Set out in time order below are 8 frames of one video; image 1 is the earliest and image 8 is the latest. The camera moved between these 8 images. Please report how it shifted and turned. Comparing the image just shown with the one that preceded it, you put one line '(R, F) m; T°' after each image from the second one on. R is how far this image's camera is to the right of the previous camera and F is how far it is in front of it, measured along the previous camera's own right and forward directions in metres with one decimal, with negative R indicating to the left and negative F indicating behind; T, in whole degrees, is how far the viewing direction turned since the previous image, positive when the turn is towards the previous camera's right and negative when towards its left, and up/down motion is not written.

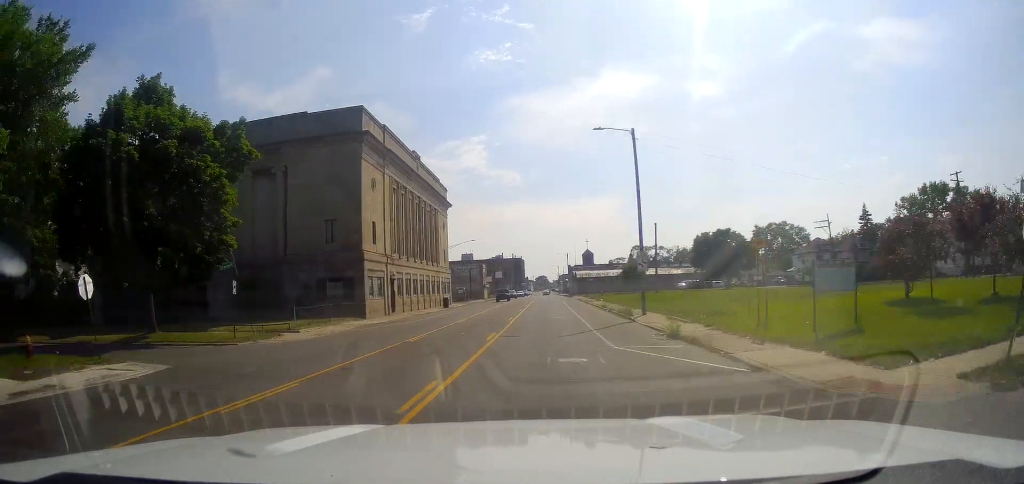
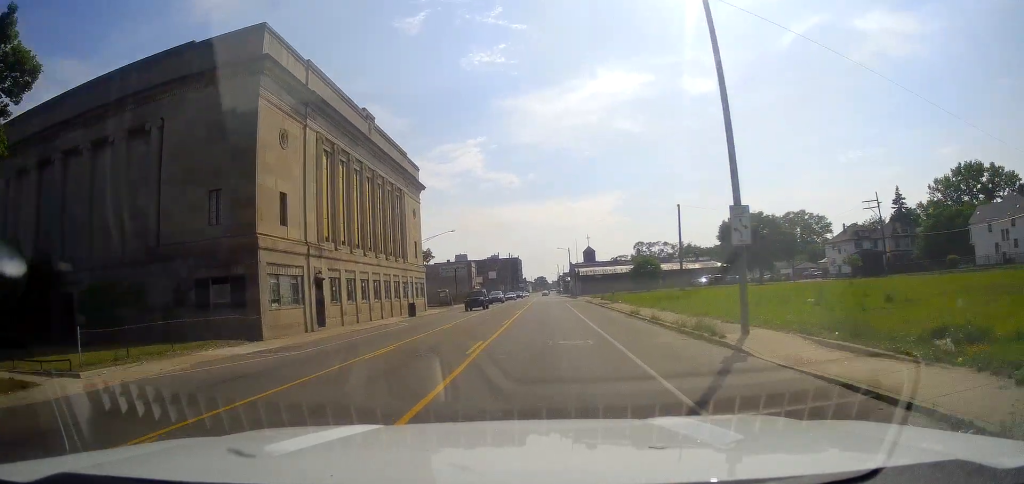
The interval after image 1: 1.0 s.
(0.0, +17.1) m; -1°
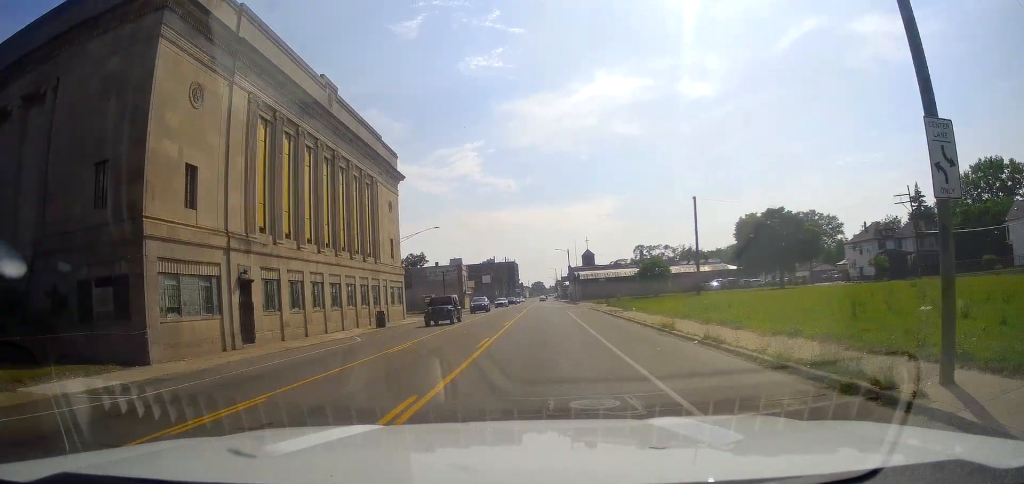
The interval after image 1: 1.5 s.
(-0.1, +9.2) m; 0°
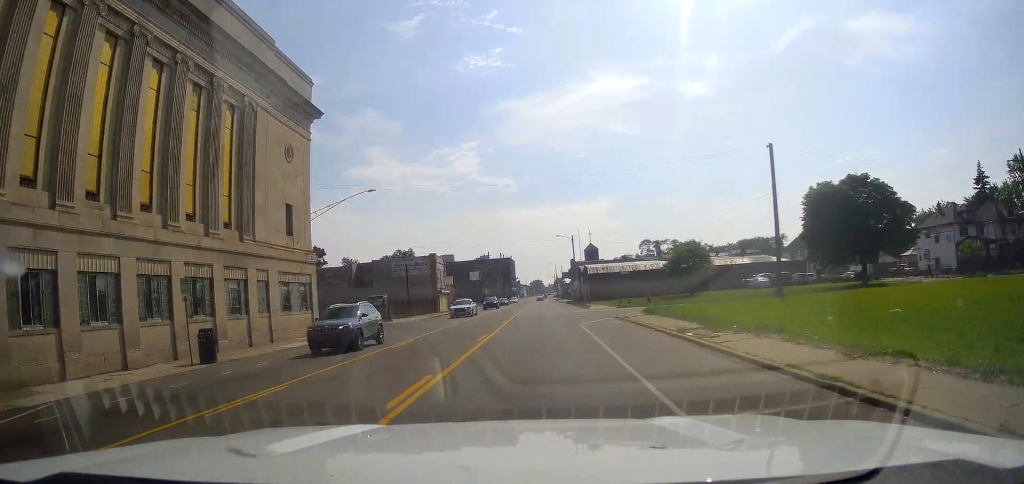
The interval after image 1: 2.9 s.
(0.0, +22.7) m; +1°
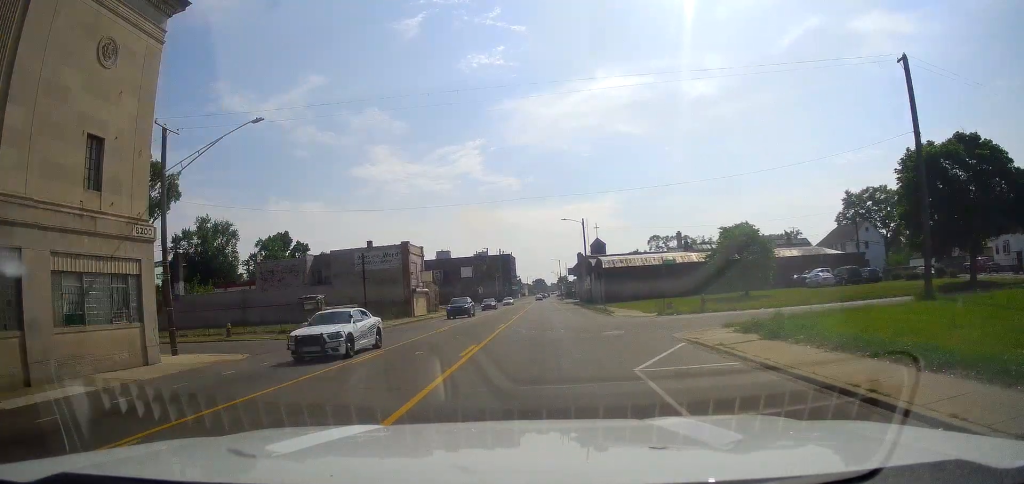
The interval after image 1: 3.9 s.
(+0.1, +16.9) m; 0°
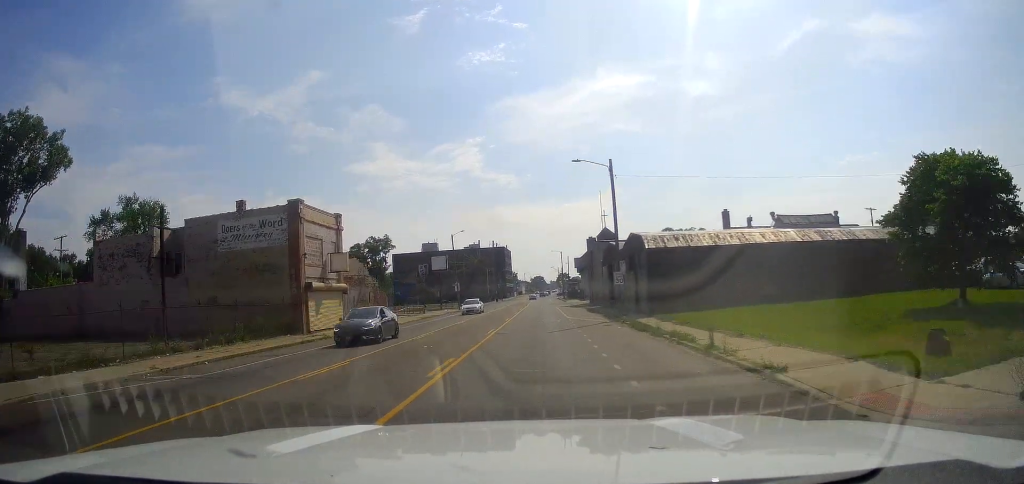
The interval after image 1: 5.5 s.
(0.0, +28.0) m; -1°
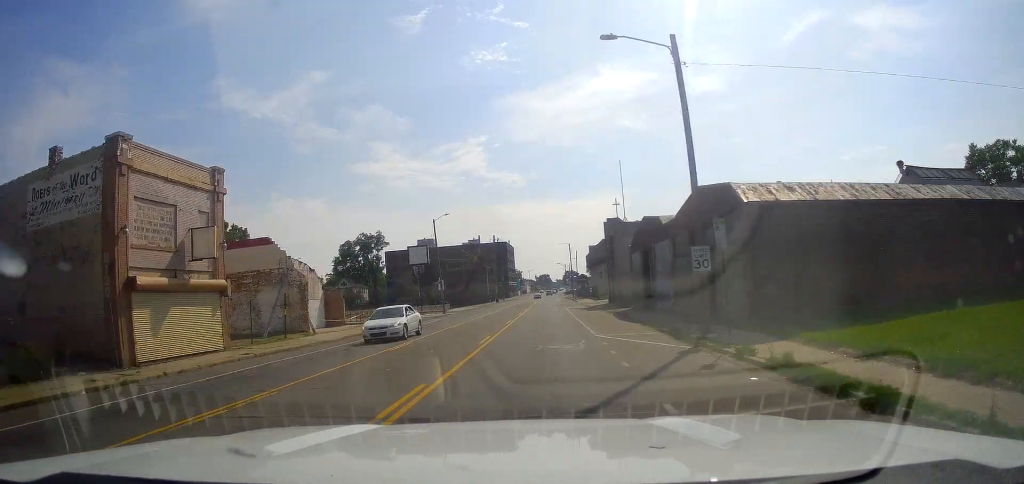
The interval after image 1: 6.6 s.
(-0.2, +17.2) m; -1°
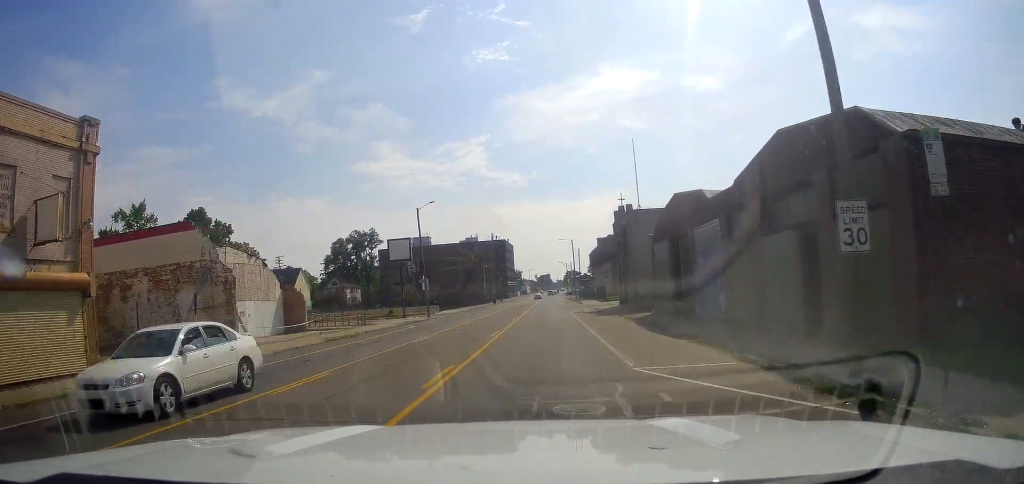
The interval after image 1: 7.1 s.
(-0.3, +8.9) m; +1°
